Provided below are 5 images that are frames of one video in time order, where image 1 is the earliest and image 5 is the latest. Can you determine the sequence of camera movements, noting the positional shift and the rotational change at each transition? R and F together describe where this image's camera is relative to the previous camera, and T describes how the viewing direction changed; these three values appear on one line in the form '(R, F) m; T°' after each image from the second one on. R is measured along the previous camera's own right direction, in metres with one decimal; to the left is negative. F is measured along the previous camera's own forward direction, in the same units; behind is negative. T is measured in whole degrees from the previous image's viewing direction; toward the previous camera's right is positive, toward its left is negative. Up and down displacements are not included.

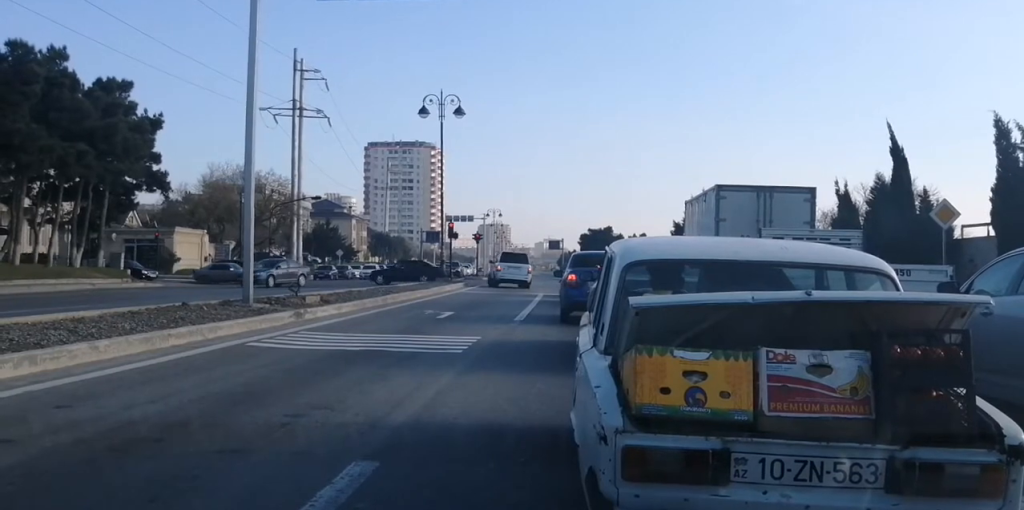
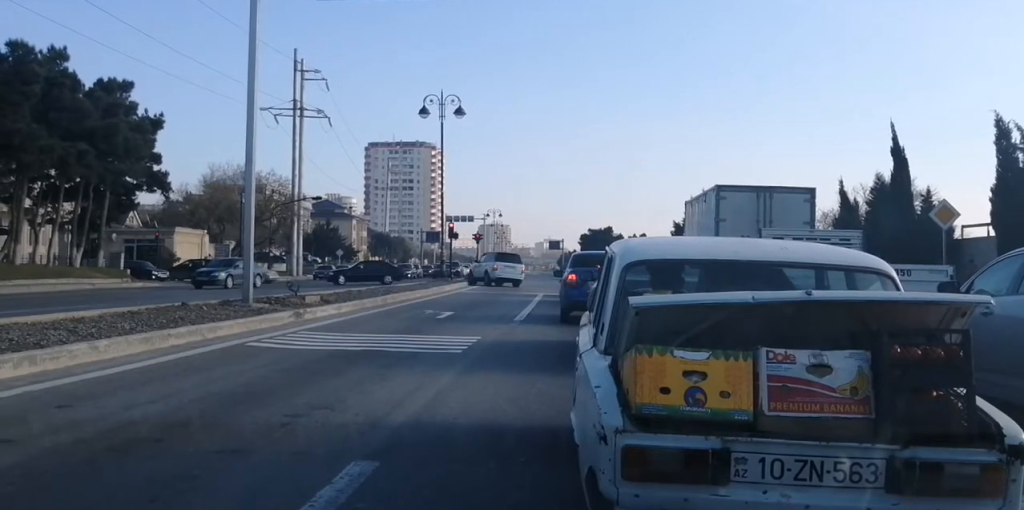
(0.0, 0.0) m; 0°
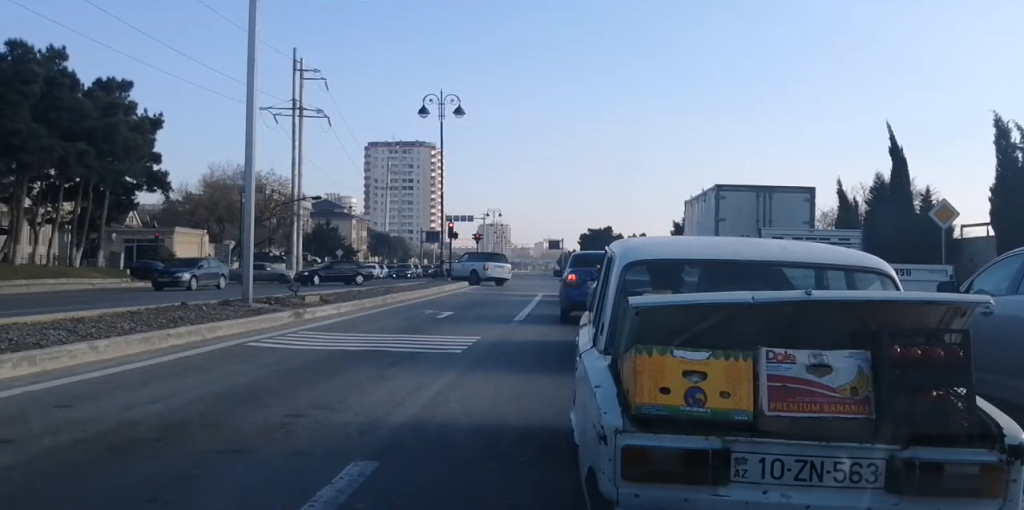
(0.0, 0.0) m; 0°
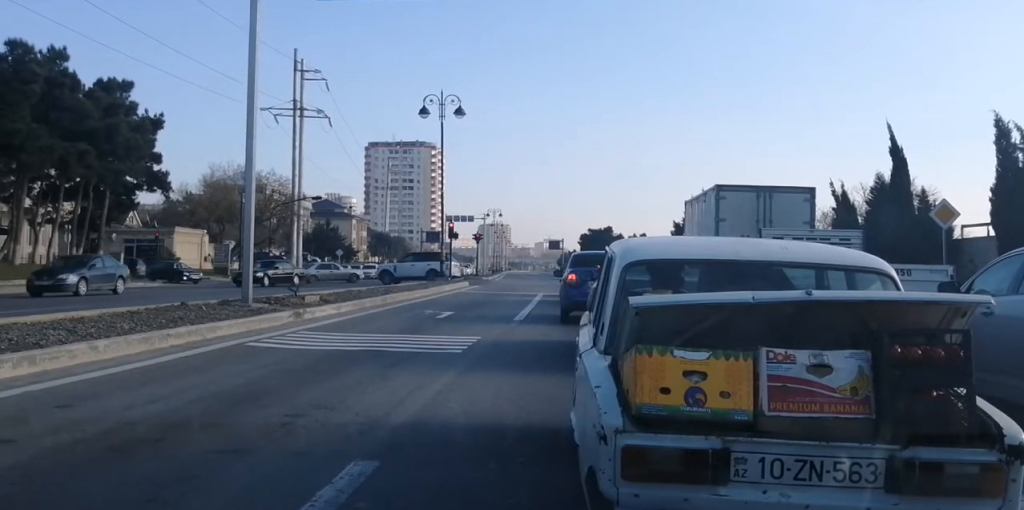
(0.0, 0.0) m; 0°
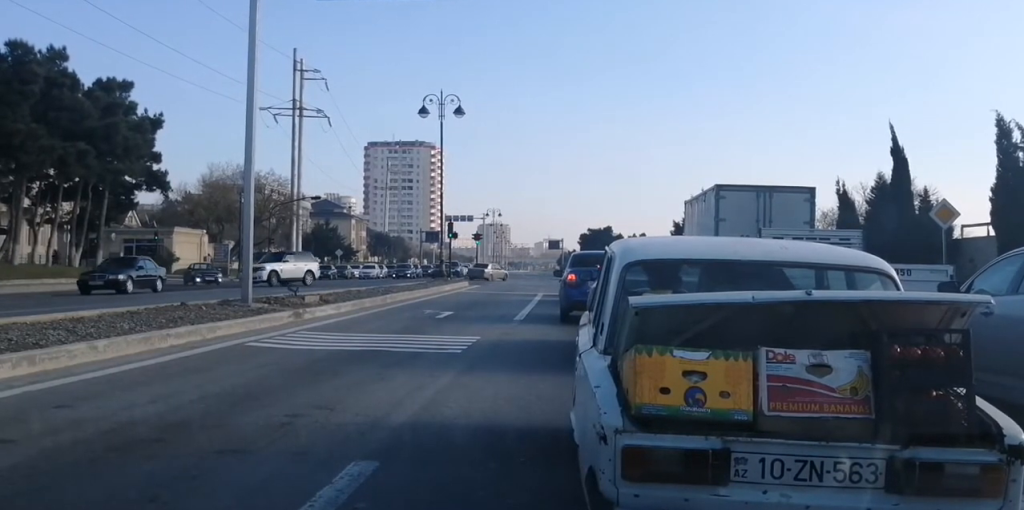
(0.0, 0.0) m; 0°
